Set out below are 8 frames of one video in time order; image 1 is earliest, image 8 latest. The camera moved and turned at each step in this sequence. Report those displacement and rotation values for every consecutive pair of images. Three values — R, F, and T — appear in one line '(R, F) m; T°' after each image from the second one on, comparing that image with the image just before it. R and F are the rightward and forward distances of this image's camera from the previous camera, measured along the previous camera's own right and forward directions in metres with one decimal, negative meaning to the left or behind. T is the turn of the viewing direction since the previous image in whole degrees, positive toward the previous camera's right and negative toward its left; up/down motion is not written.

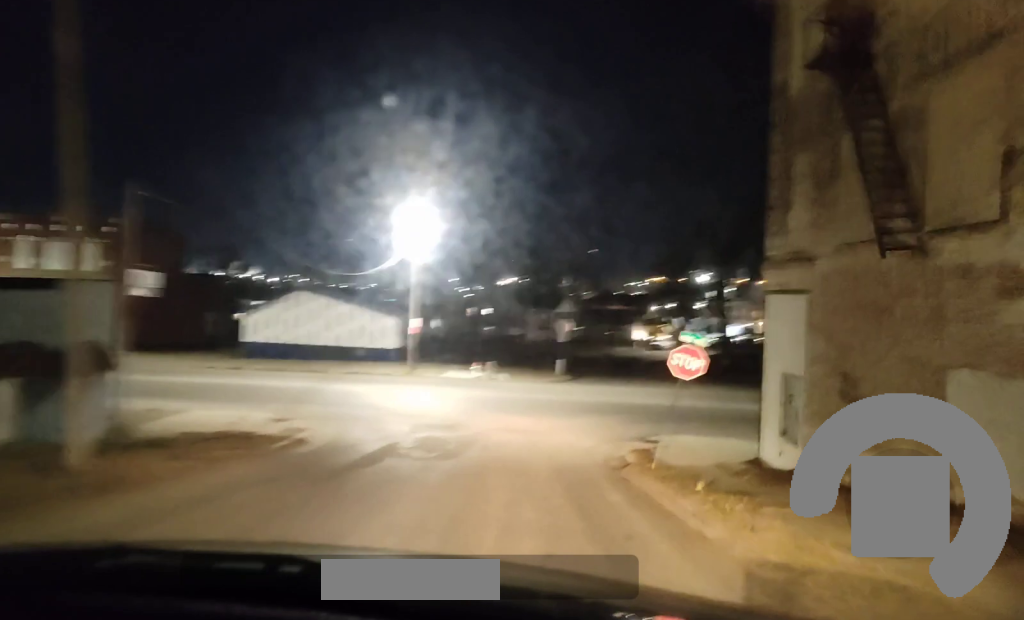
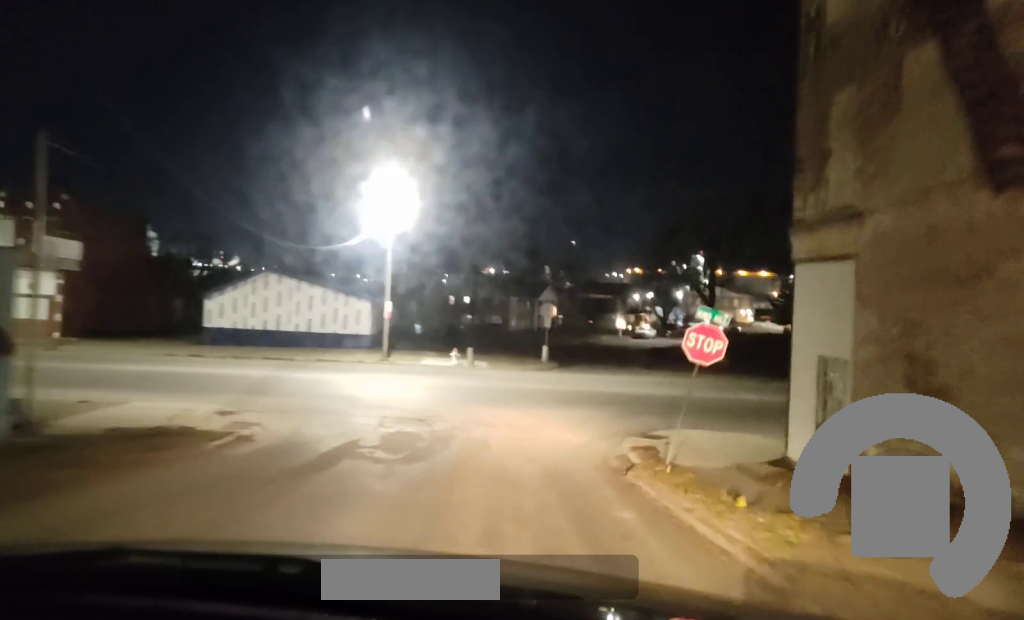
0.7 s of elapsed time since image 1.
(0.0, +3.9) m; +2°
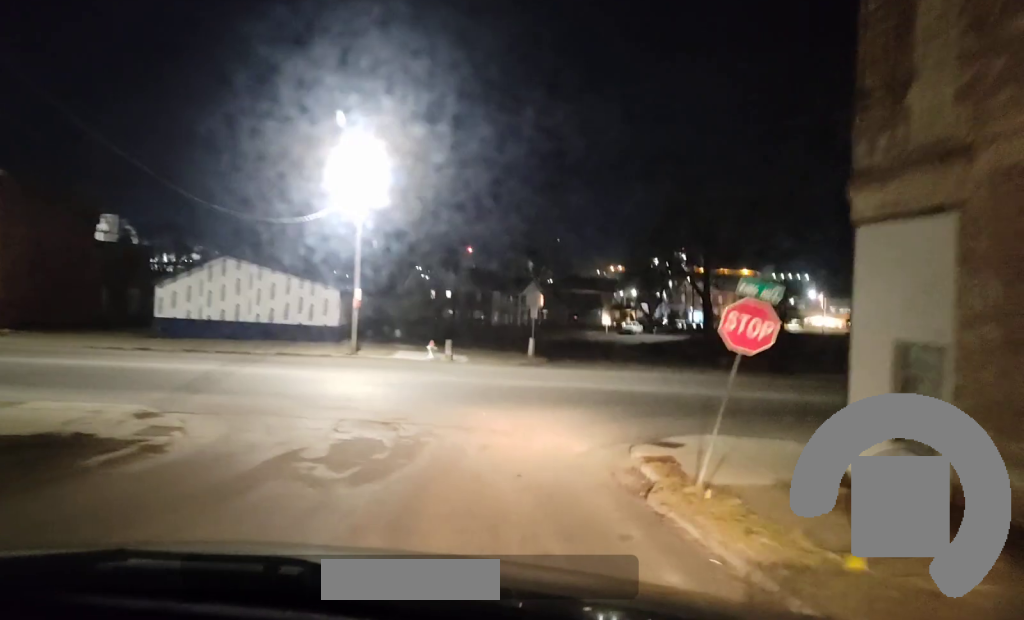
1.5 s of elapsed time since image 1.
(+0.1, +4.2) m; -2°
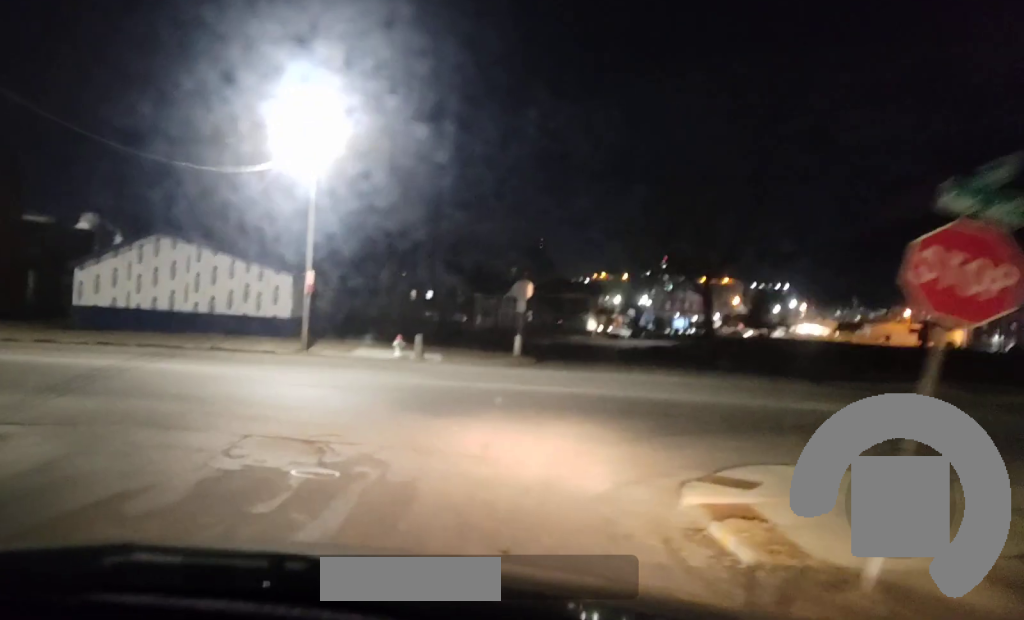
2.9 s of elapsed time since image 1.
(-0.5, +6.1) m; -5°
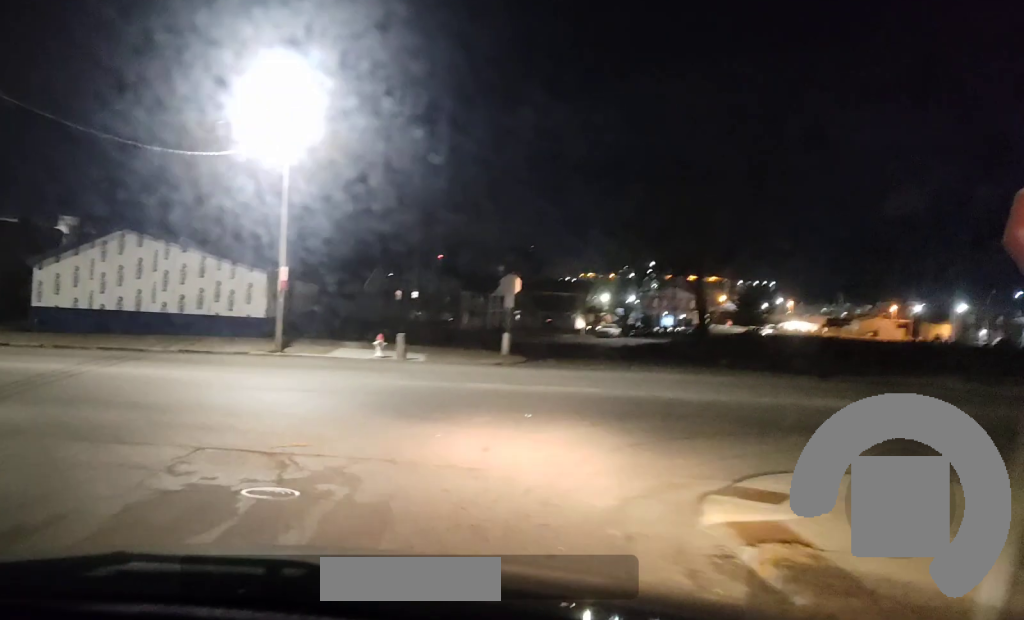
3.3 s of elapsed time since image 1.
(+0.1, +1.7) m; +2°
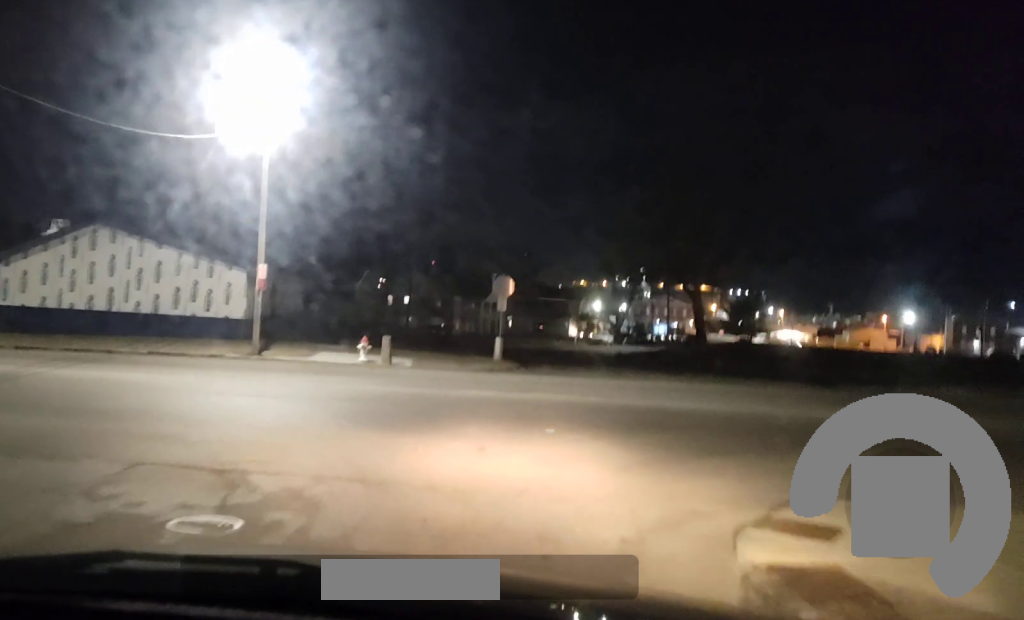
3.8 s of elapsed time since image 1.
(+0.1, +1.8) m; +3°
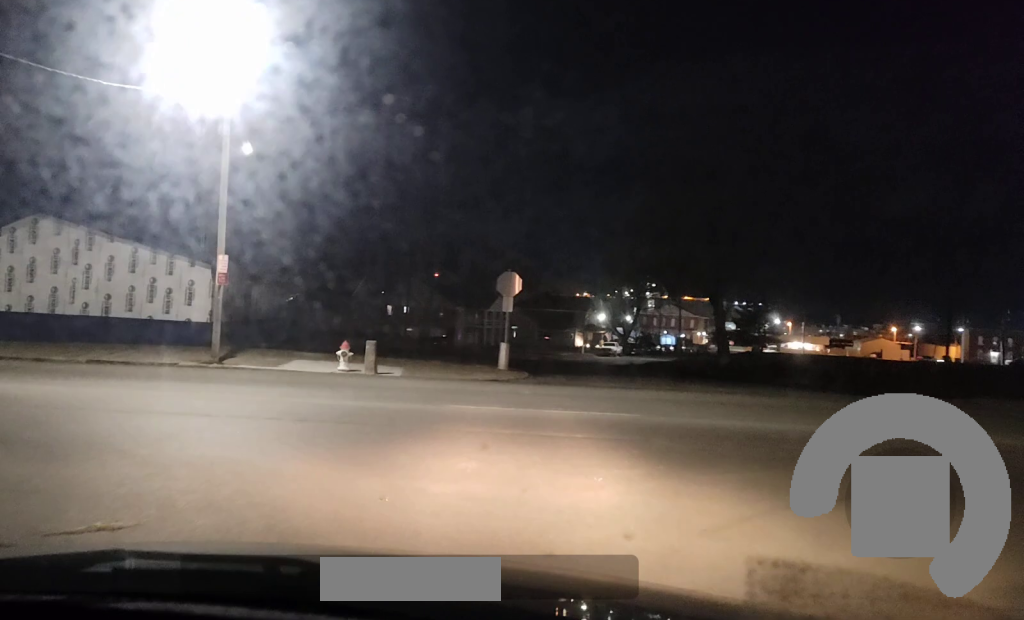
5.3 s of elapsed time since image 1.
(+0.2, +4.5) m; +3°
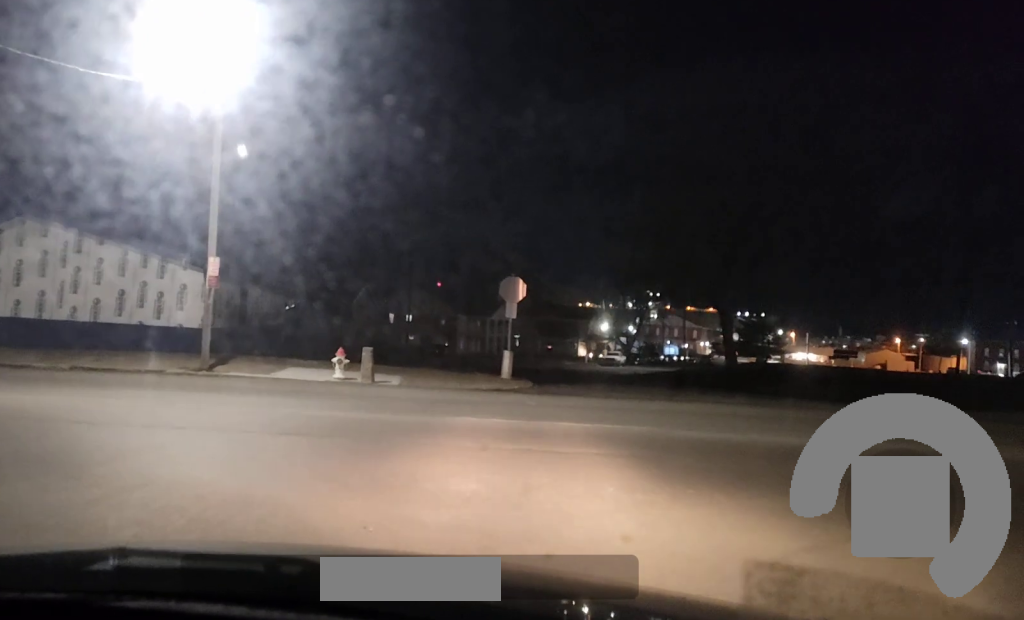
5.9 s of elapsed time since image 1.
(0.0, +1.4) m; +1°
